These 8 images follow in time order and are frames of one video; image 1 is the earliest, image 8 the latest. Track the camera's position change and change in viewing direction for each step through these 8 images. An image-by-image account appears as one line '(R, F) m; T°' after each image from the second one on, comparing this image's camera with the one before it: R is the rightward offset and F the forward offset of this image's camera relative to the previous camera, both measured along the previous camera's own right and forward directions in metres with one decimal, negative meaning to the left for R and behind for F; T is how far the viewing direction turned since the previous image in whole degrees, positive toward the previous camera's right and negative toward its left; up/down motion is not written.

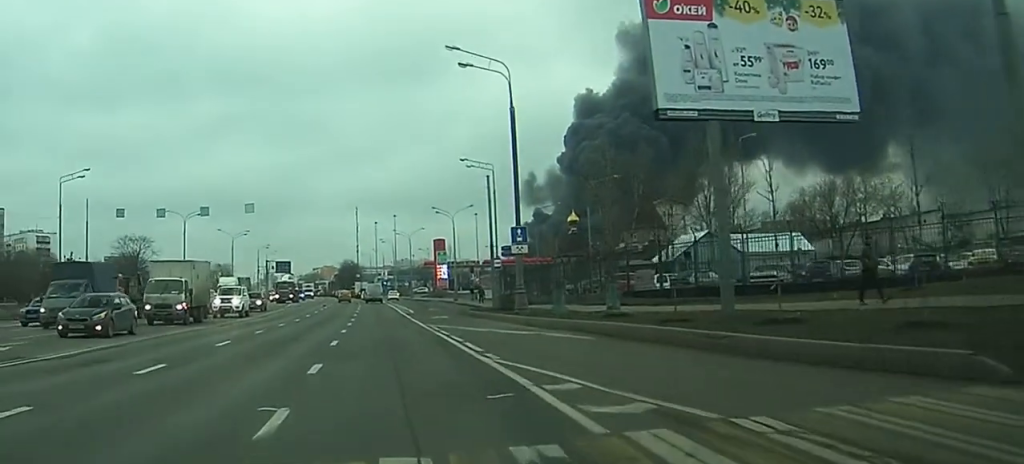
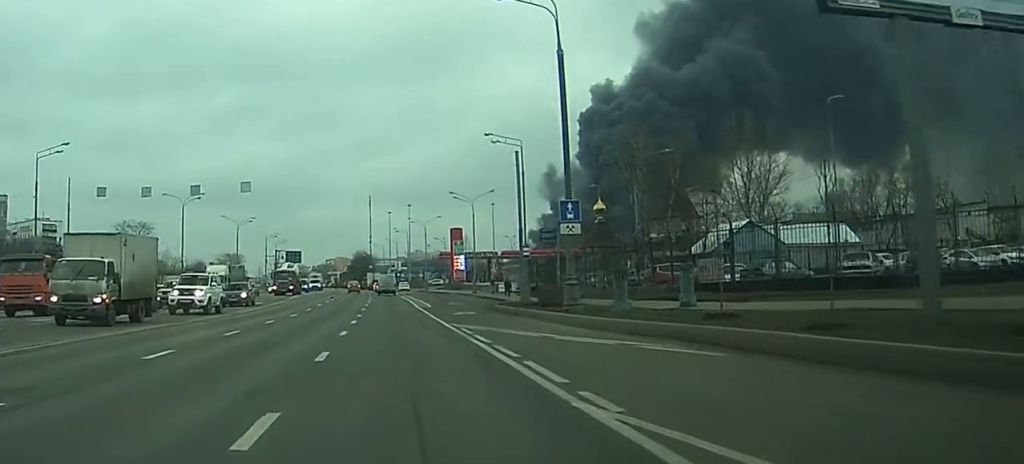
(-0.7, +8.0) m; -5°
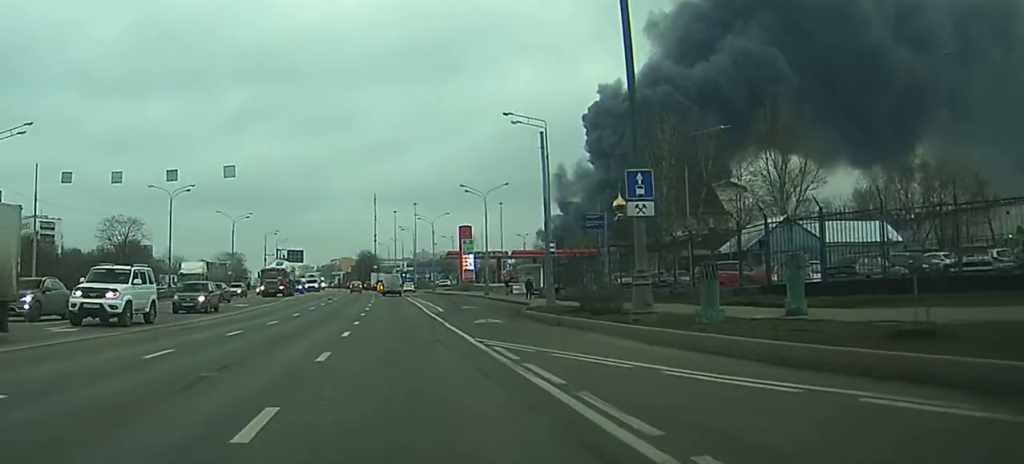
(0.0, +7.6) m; 0°
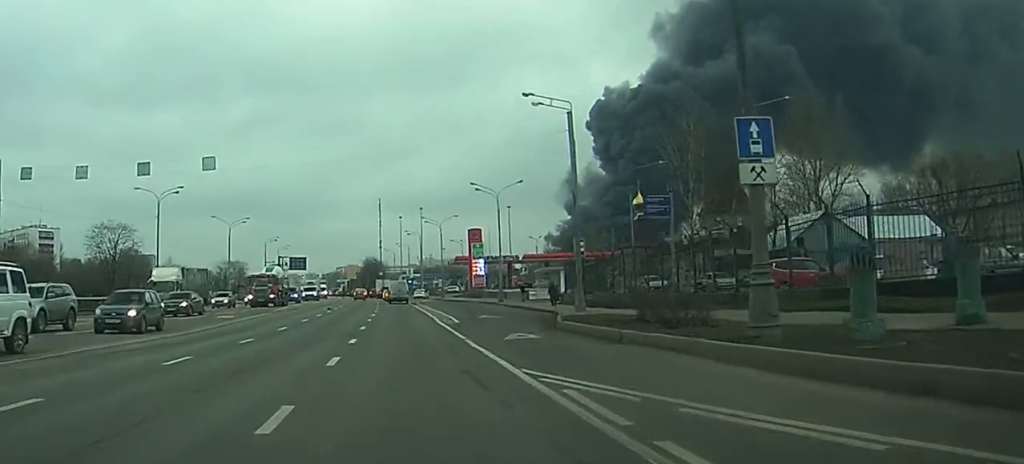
(0.0, +6.8) m; 0°
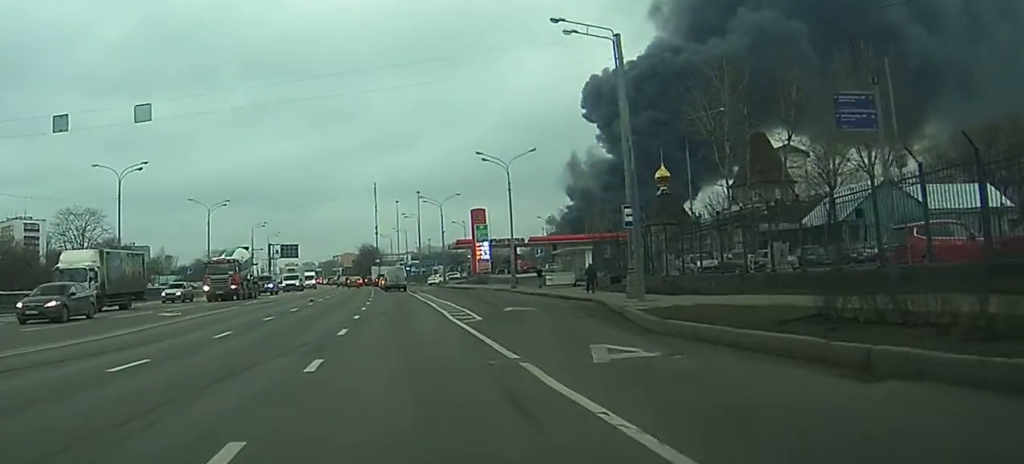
(0.0, +11.1) m; 0°
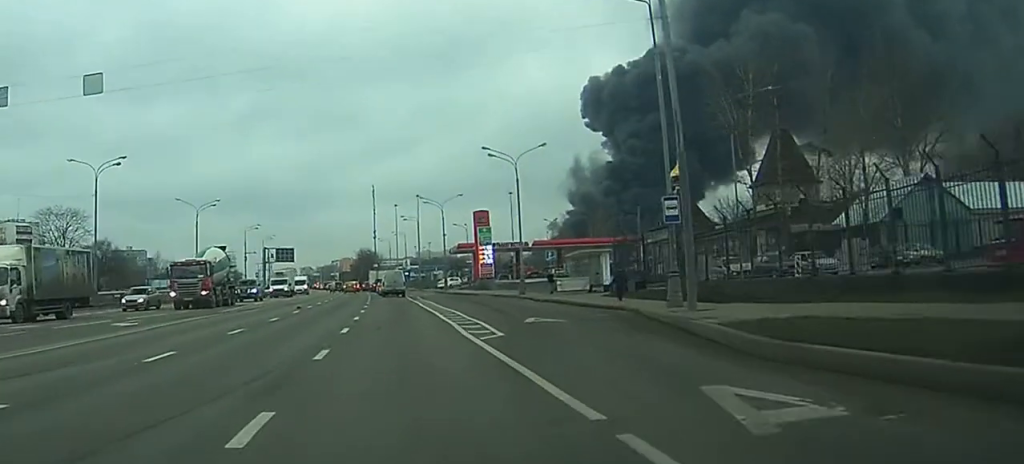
(0.0, +5.8) m; 0°
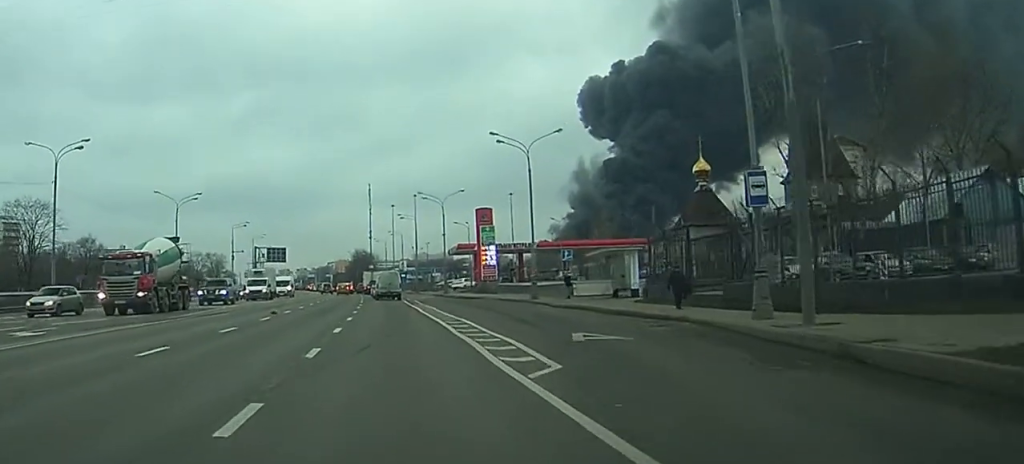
(0.0, +8.0) m; 0°
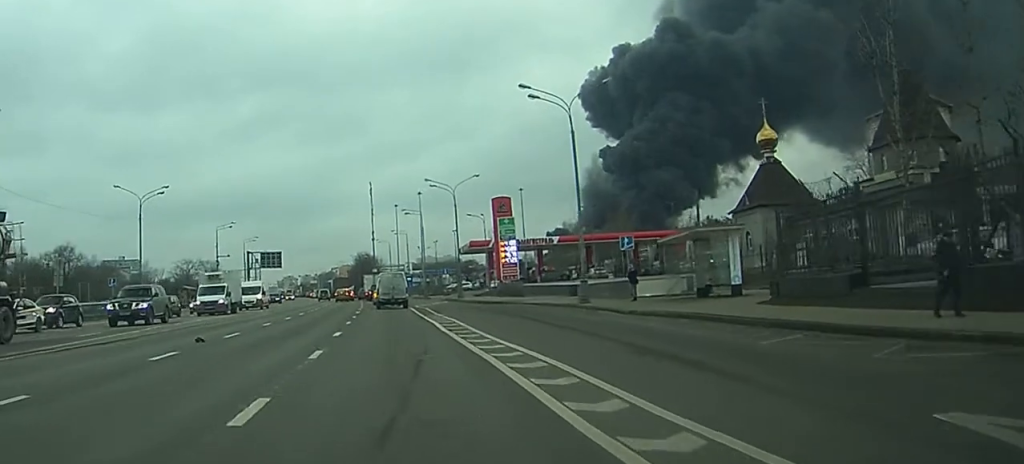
(-0.1, +14.2) m; -1°
